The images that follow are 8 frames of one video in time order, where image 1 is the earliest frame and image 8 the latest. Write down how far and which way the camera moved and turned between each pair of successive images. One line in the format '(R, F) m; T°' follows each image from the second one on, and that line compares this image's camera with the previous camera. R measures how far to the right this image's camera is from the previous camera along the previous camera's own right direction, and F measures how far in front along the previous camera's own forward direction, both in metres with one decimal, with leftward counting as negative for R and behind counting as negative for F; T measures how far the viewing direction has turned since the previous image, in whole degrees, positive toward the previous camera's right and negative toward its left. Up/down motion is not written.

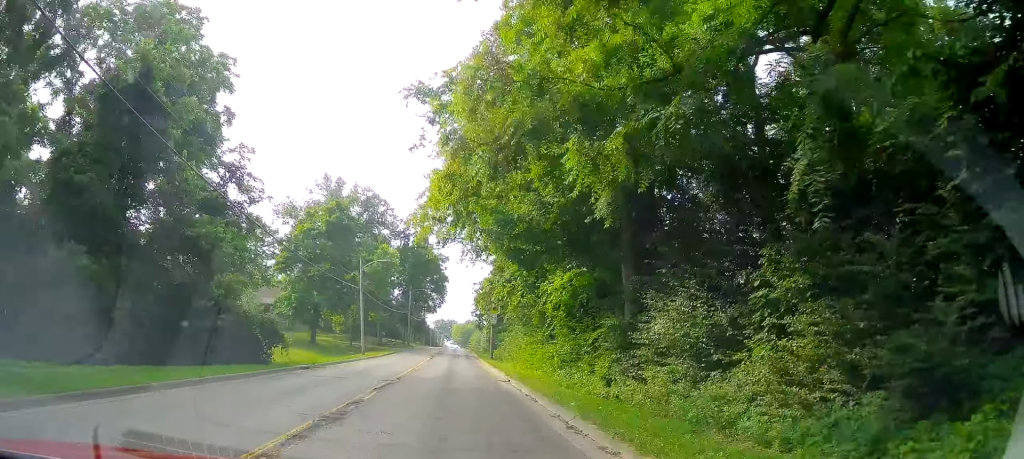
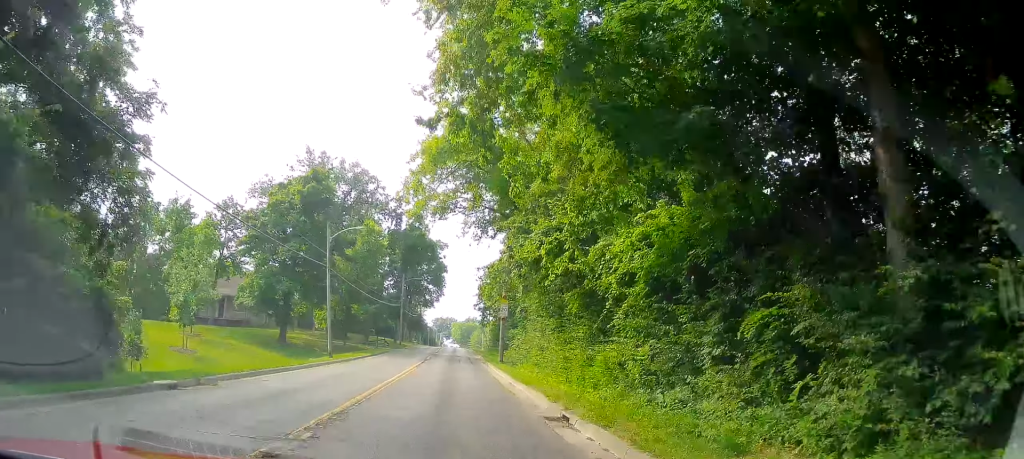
(-0.4, +12.0) m; 0°
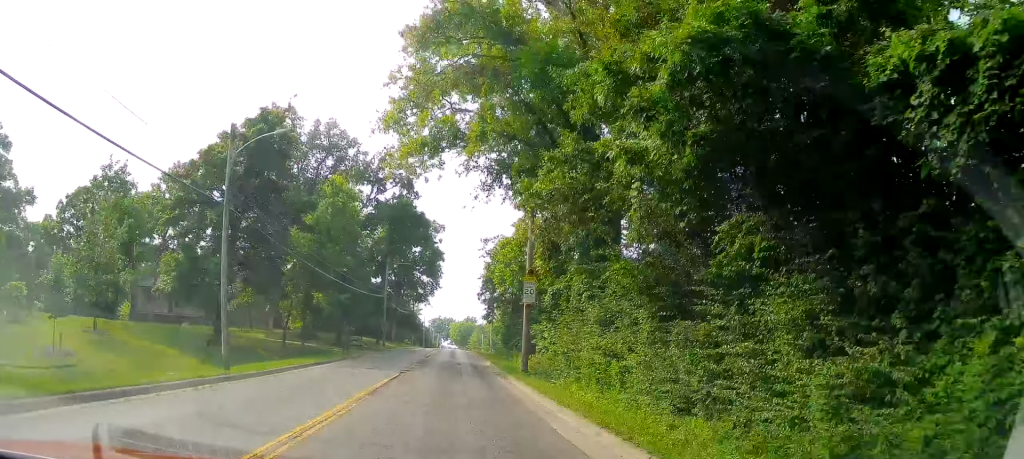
(+0.6, +15.6) m; +2°
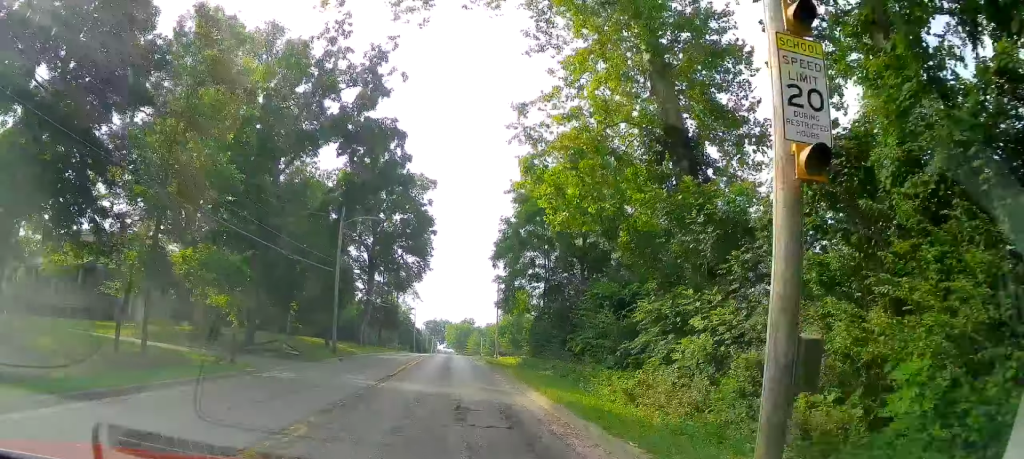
(0.0, +23.0) m; 0°
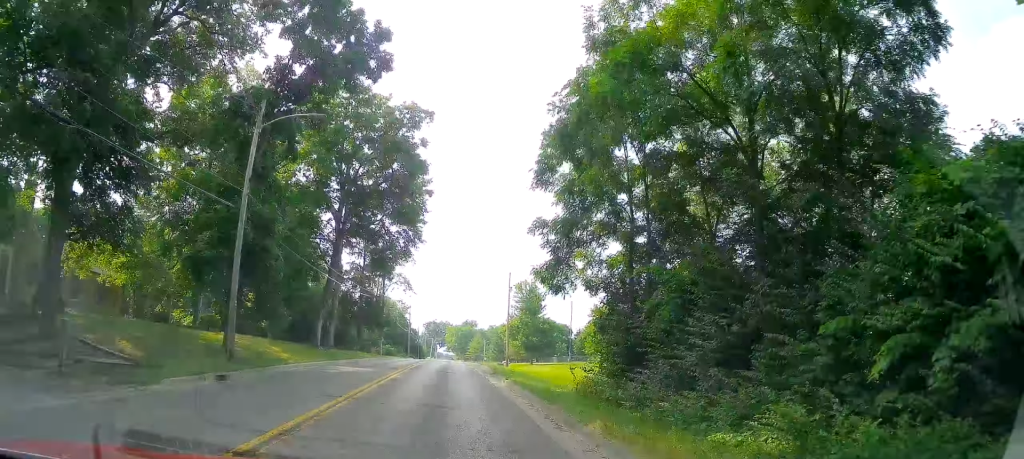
(+0.1, +17.2) m; +1°
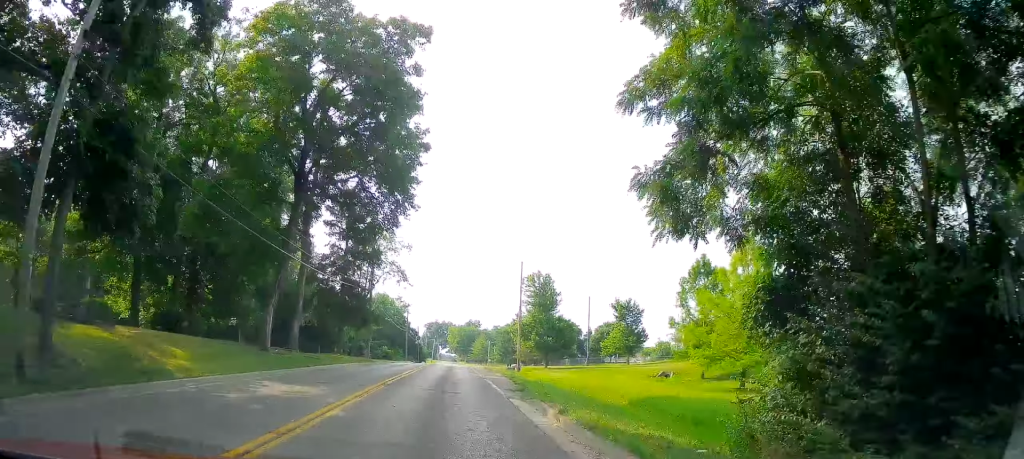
(+0.2, +10.5) m; 0°
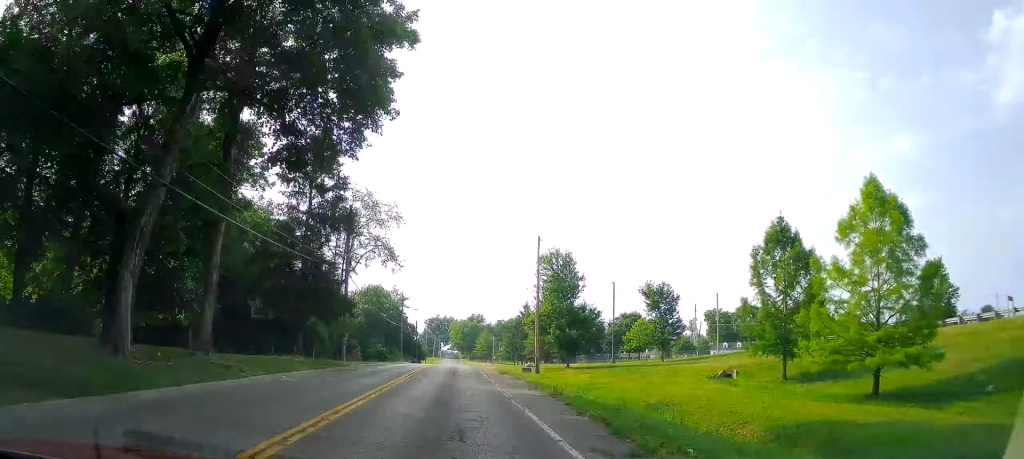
(-0.1, +12.2) m; -1°
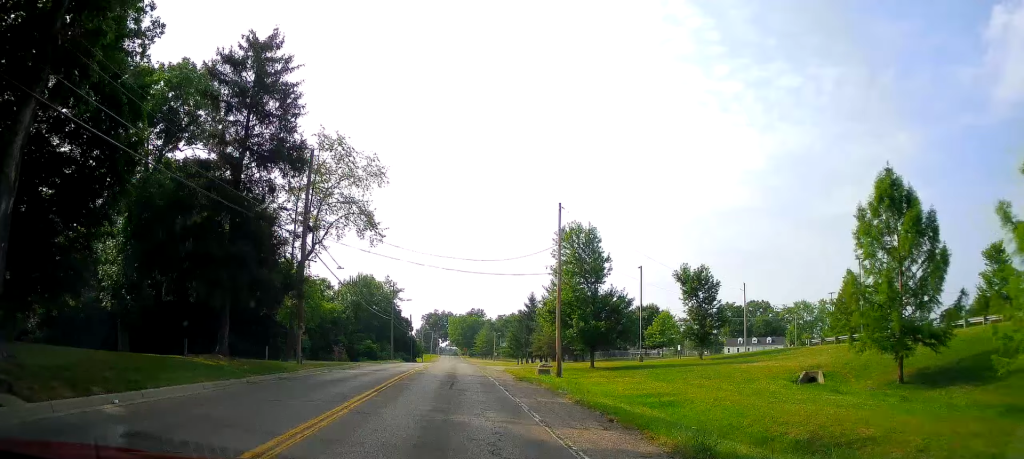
(-0.1, +11.0) m; 0°
